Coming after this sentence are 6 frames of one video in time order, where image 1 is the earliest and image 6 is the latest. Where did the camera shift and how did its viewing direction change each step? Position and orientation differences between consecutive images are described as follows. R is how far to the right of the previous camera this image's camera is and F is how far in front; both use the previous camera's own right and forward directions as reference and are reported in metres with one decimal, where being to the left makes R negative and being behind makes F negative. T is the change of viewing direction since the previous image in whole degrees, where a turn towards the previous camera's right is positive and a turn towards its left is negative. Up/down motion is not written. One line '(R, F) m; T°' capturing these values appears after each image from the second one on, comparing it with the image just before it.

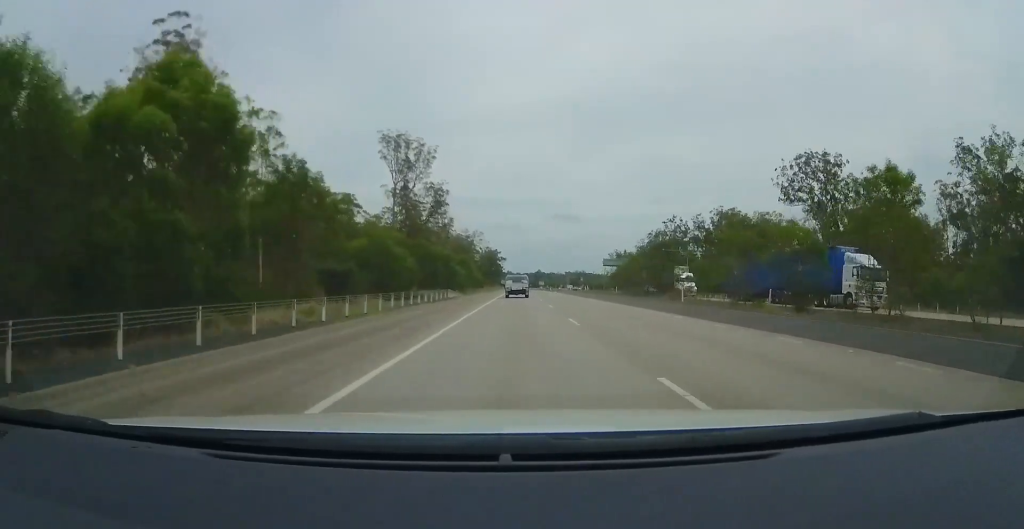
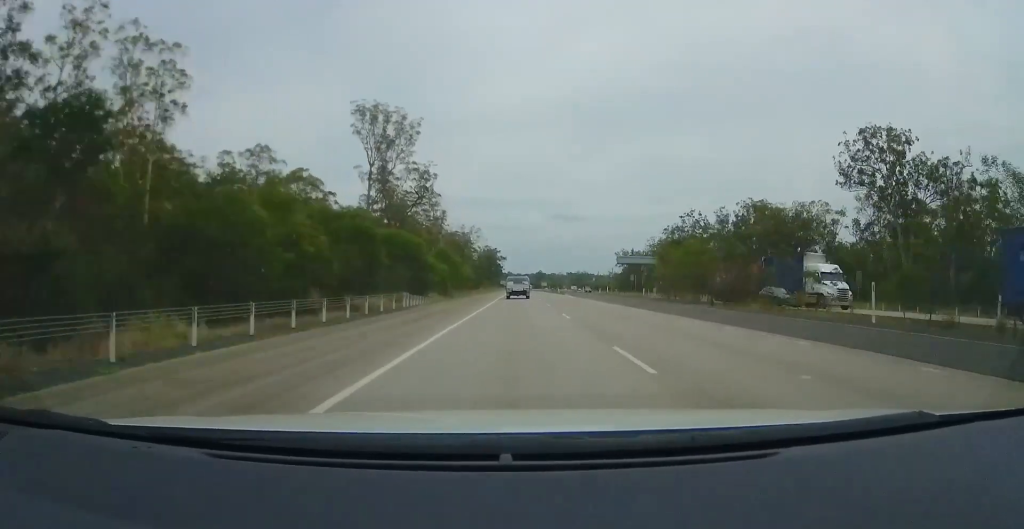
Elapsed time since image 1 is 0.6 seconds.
(-0.3, +19.4) m; 0°
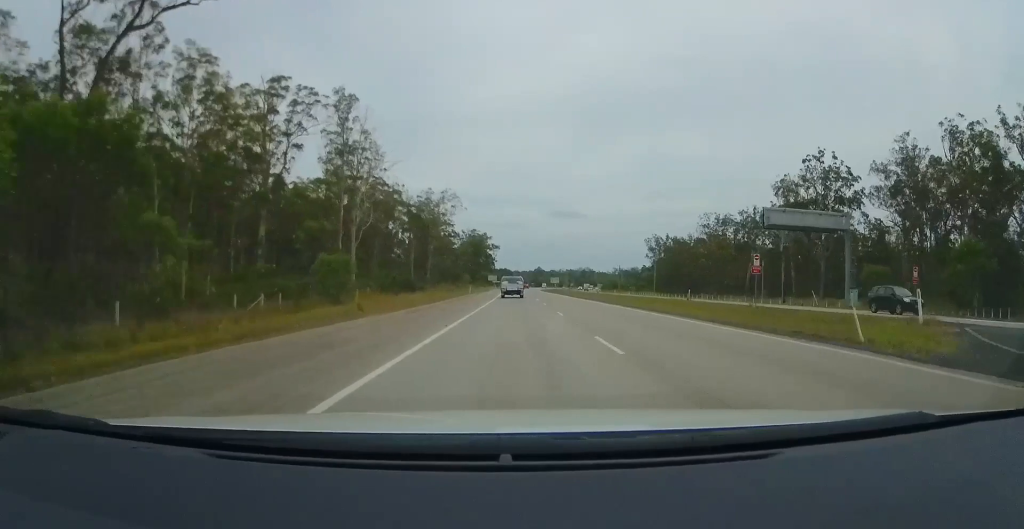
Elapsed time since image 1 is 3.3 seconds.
(+1.0, +81.6) m; 0°
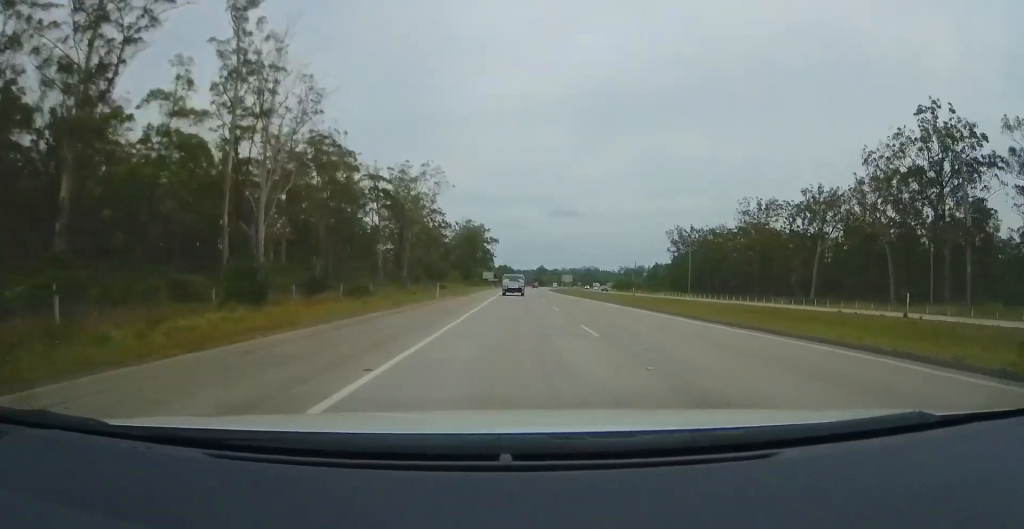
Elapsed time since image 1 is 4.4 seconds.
(-0.3, +32.8) m; 0°
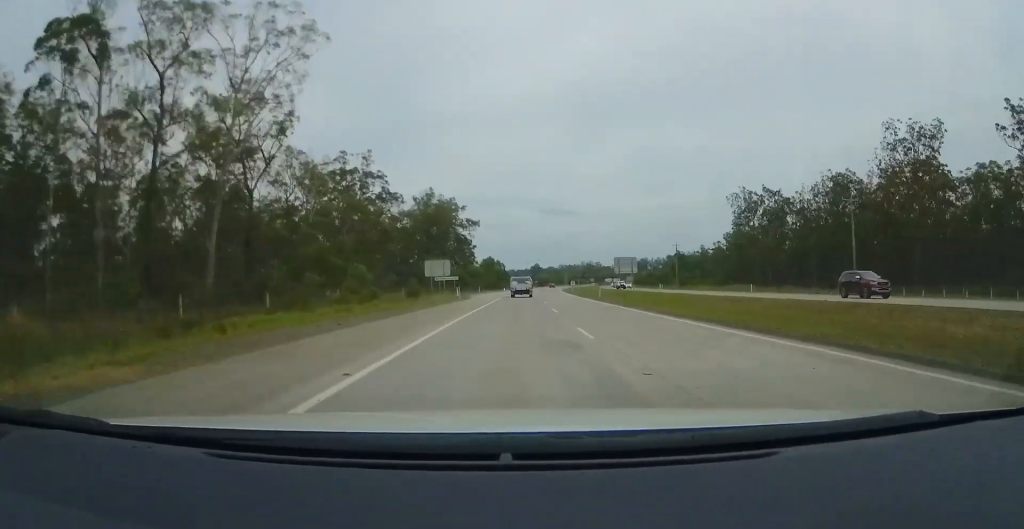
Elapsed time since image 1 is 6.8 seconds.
(+0.9, +71.5) m; +1°
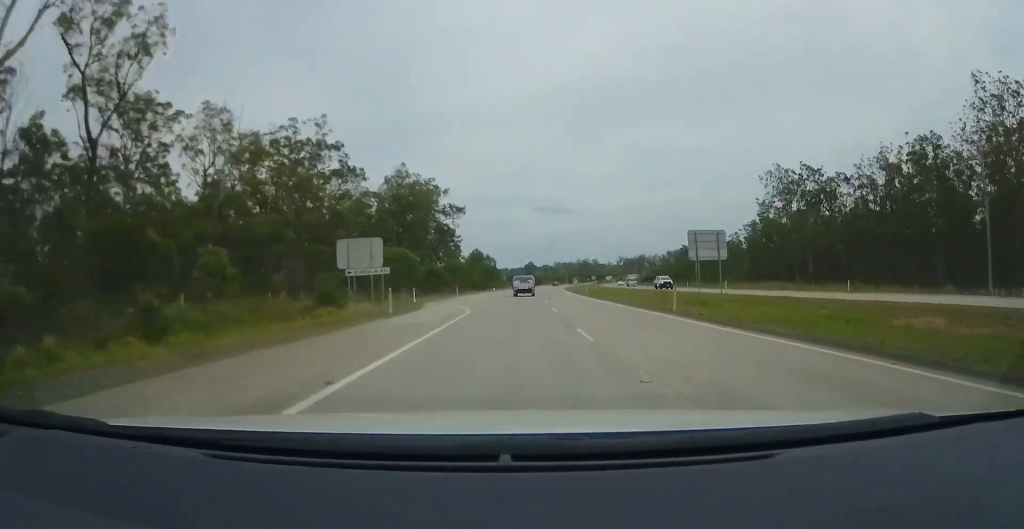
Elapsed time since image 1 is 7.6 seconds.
(+0.2, +24.1) m; +1°
